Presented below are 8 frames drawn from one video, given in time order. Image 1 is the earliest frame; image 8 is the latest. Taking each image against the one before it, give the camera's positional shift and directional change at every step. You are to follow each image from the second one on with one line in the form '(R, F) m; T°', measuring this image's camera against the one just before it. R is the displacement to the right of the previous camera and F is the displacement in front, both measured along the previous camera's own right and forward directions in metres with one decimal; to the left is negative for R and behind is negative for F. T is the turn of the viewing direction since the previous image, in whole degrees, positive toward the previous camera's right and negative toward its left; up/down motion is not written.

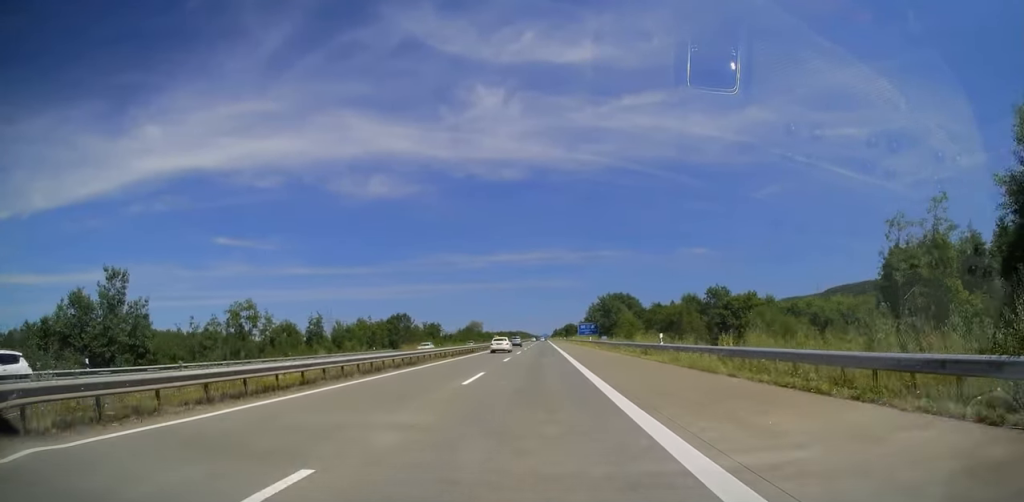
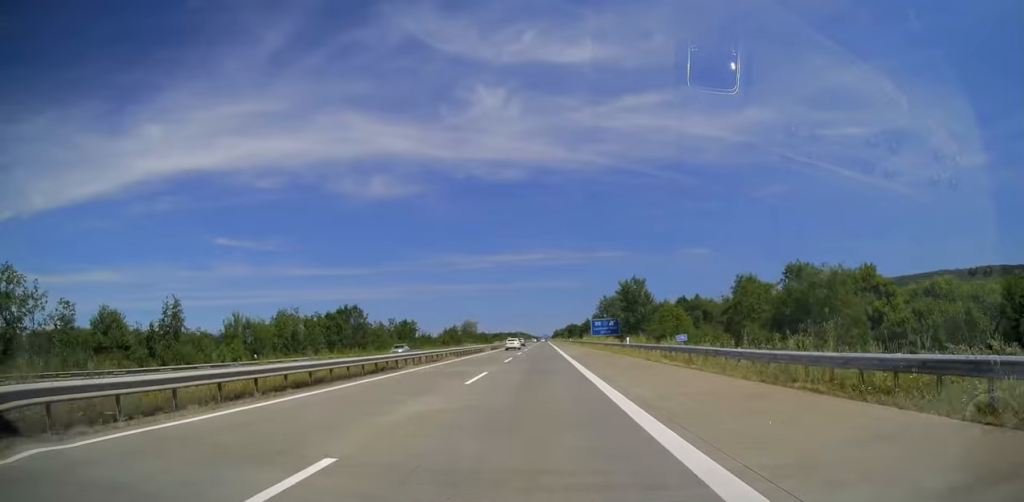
(0.0, +35.5) m; 0°
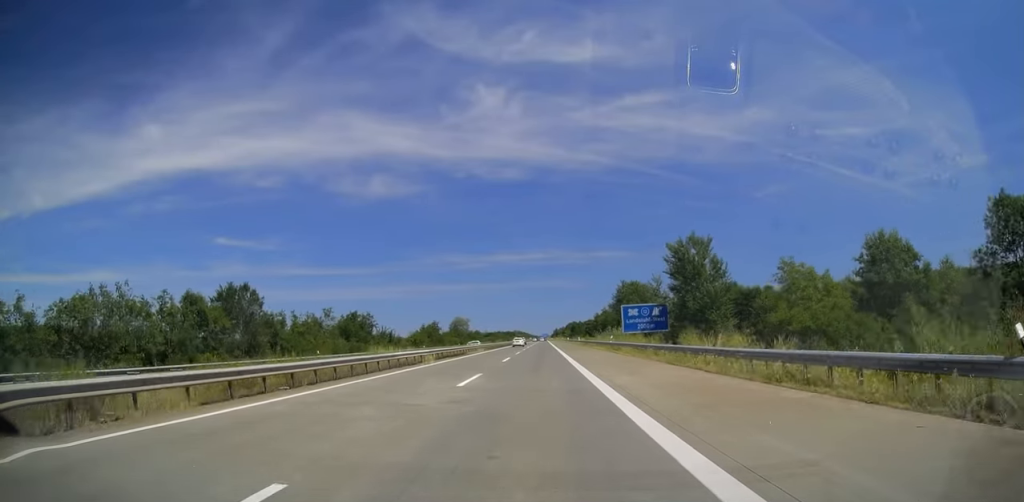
(0.0, +37.4) m; 0°
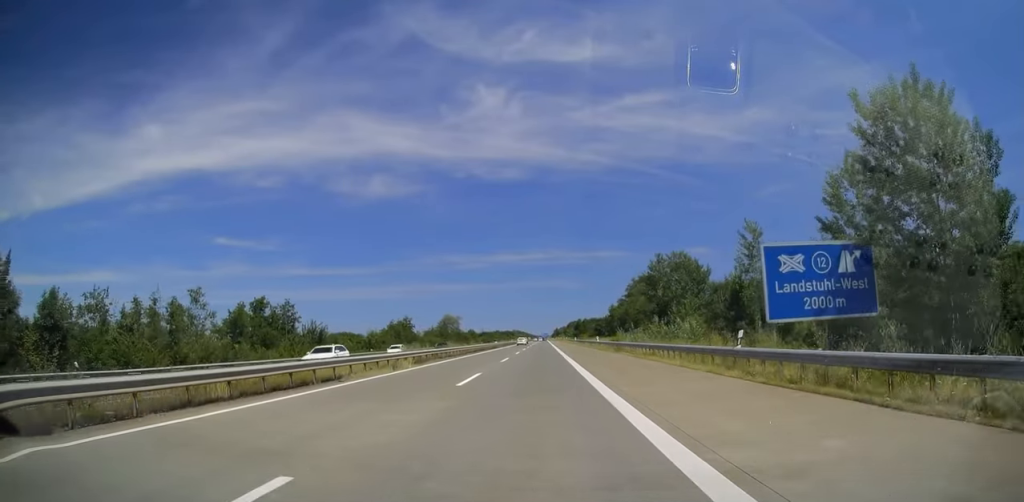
(0.0, +35.9) m; 0°
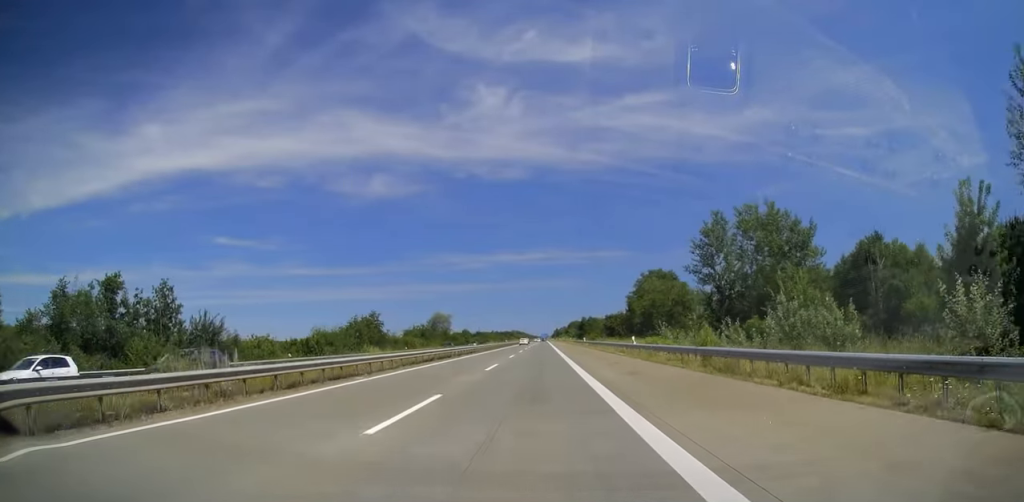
(0.0, +27.1) m; 0°
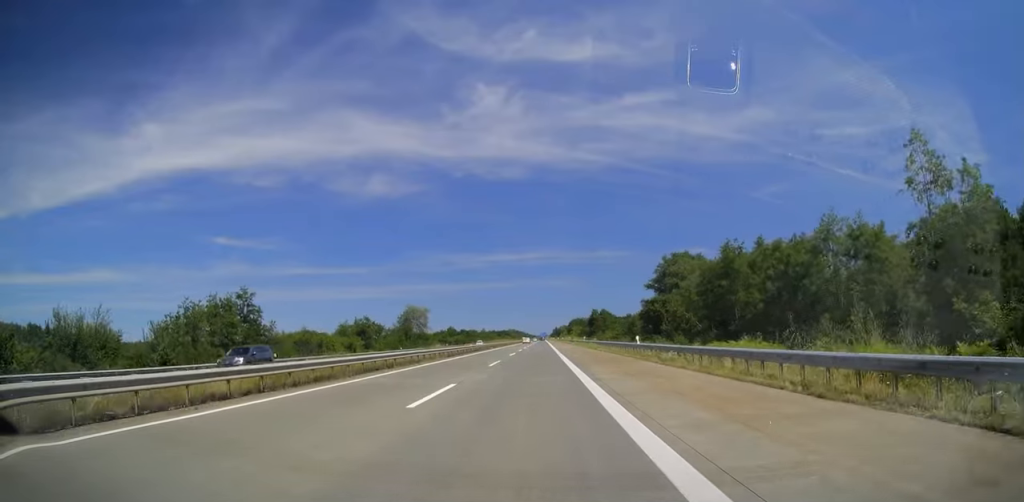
(-0.5, +50.8) m; -1°
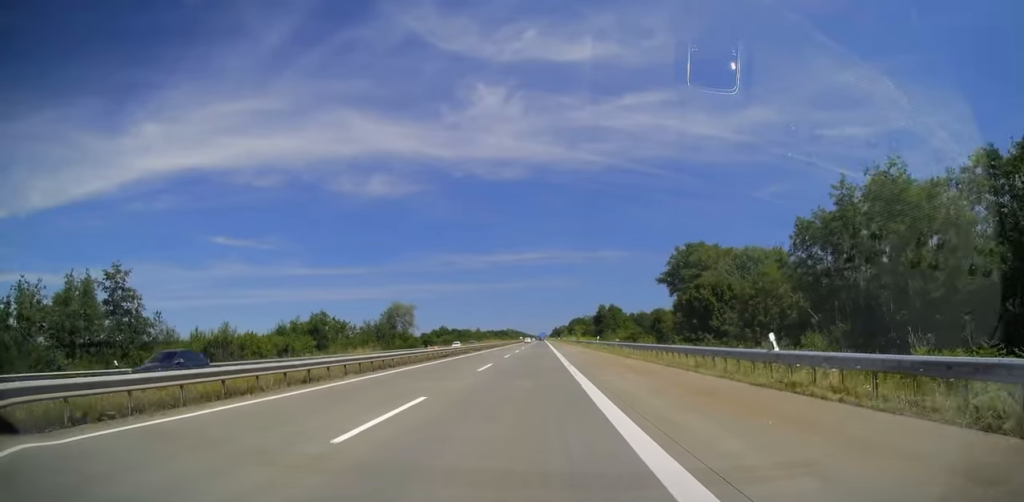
(0.0, +22.2) m; 0°
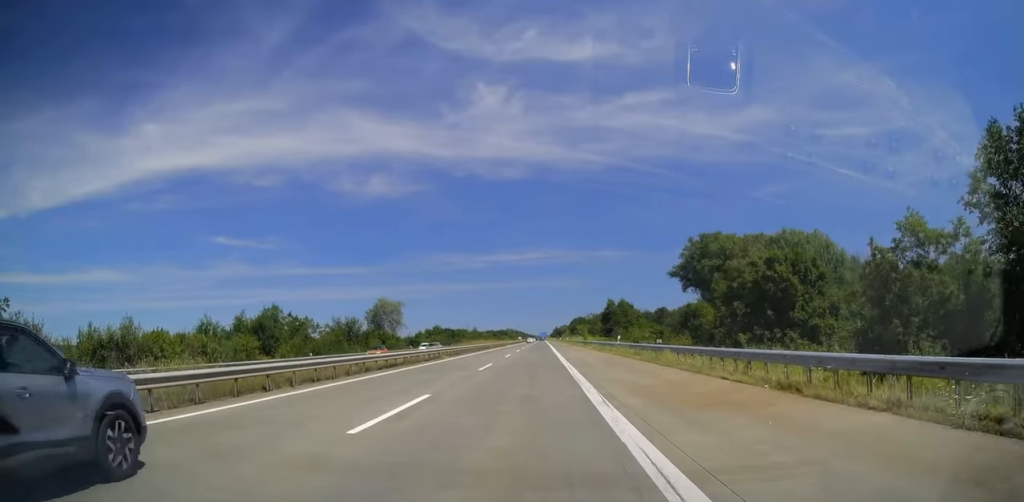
(+0.2, +17.2) m; +1°
